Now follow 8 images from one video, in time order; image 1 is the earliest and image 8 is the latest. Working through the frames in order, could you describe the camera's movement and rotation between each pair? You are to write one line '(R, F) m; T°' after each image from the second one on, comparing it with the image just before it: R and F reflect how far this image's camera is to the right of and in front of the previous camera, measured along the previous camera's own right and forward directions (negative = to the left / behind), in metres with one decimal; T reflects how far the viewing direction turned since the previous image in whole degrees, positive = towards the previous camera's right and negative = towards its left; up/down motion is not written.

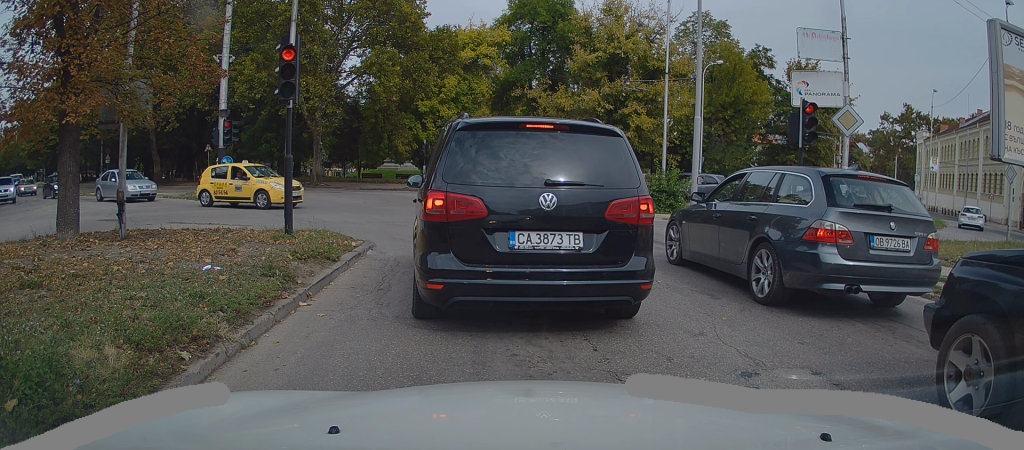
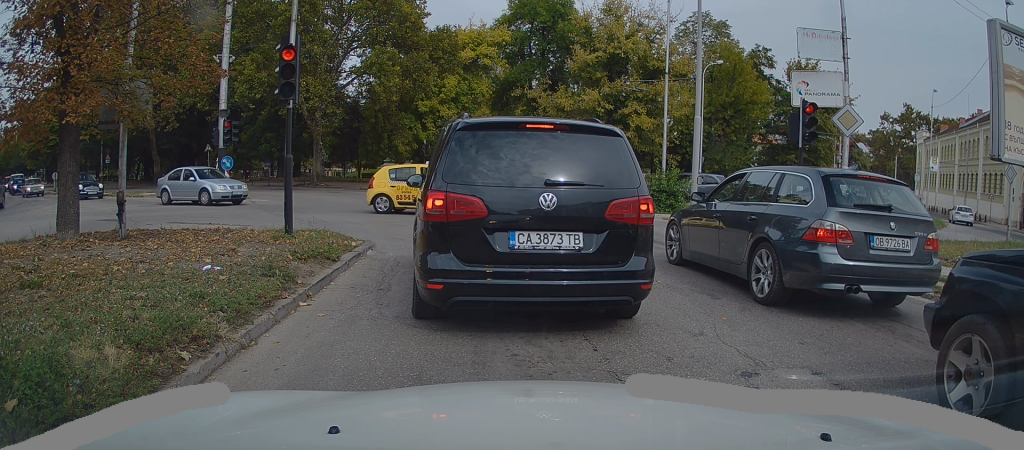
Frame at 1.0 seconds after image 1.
(0.0, 0.0) m; 0°
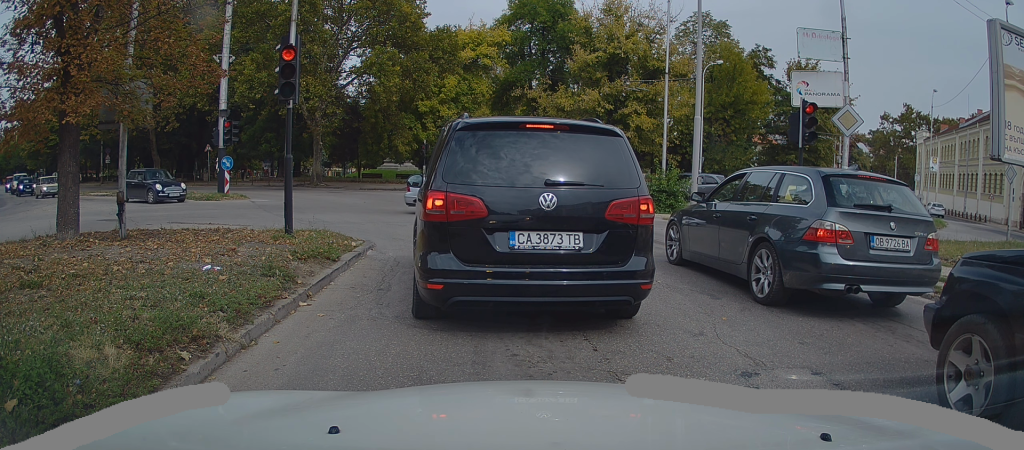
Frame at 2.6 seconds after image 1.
(0.0, 0.0) m; 0°
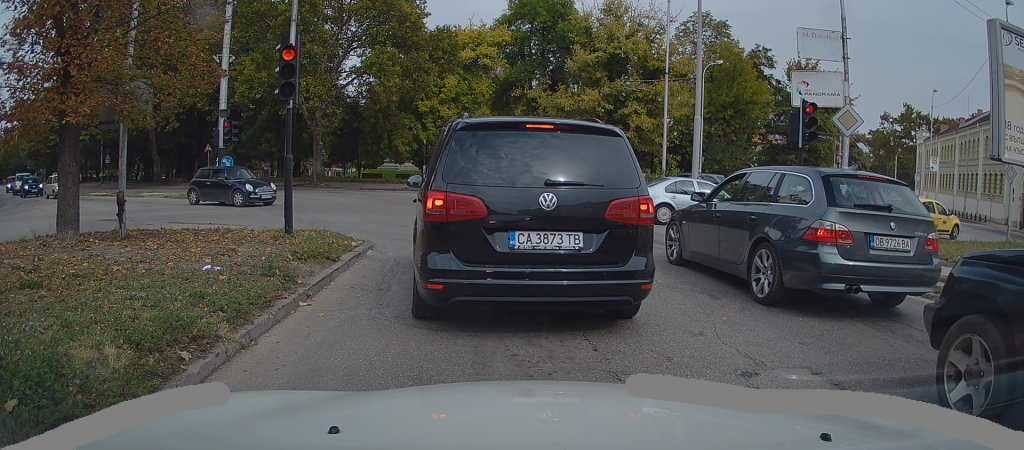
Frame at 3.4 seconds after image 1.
(0.0, 0.0) m; 0°
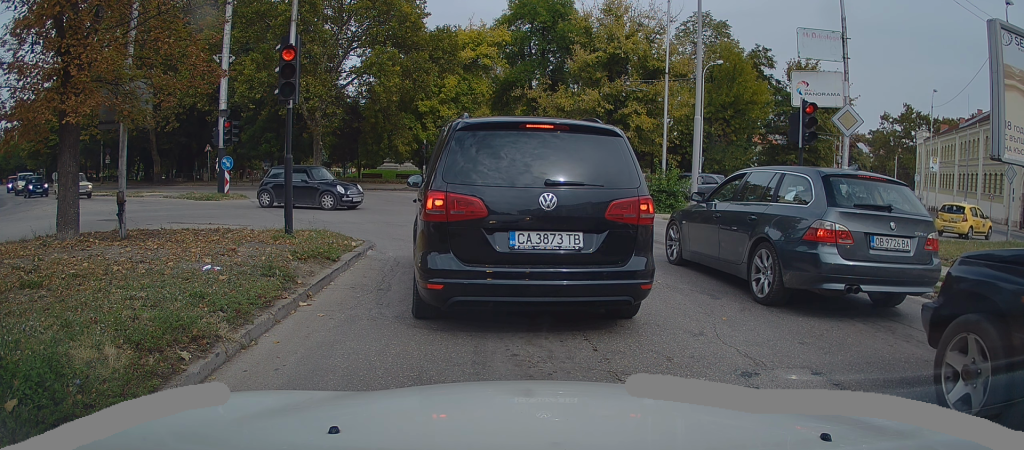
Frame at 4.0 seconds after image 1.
(0.0, 0.0) m; 0°
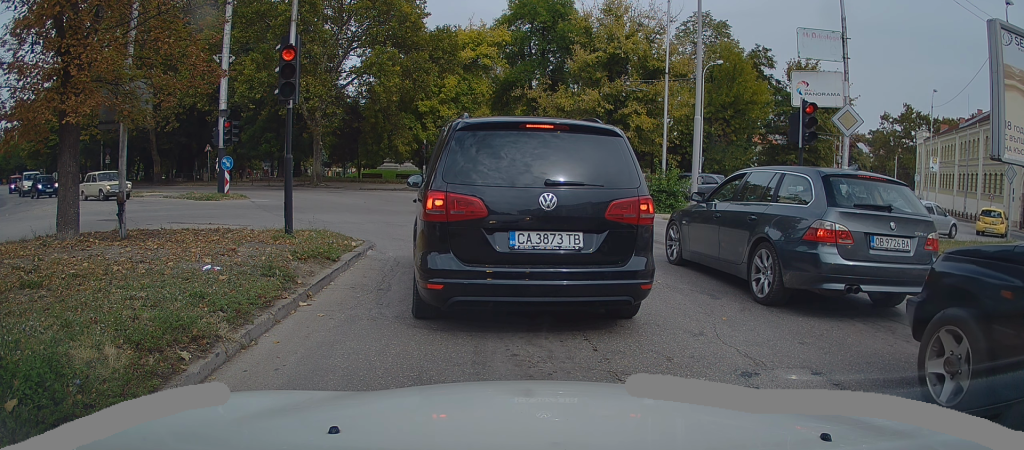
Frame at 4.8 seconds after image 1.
(0.0, 0.0) m; 0°
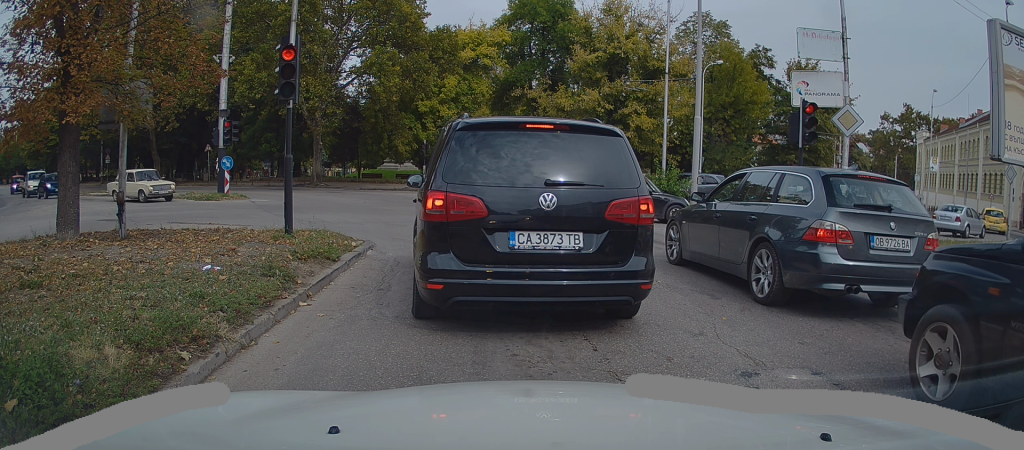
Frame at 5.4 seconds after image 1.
(0.0, 0.0) m; 0°
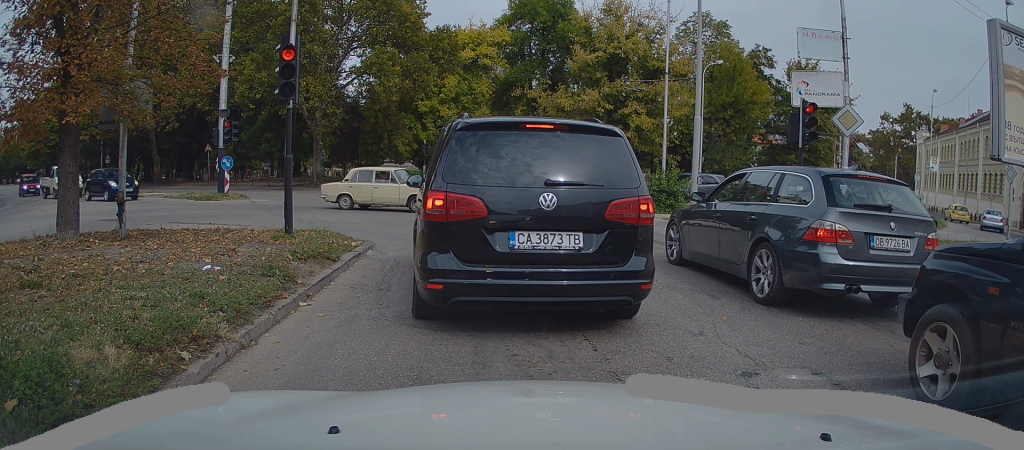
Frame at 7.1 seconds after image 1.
(0.0, 0.0) m; 0°
